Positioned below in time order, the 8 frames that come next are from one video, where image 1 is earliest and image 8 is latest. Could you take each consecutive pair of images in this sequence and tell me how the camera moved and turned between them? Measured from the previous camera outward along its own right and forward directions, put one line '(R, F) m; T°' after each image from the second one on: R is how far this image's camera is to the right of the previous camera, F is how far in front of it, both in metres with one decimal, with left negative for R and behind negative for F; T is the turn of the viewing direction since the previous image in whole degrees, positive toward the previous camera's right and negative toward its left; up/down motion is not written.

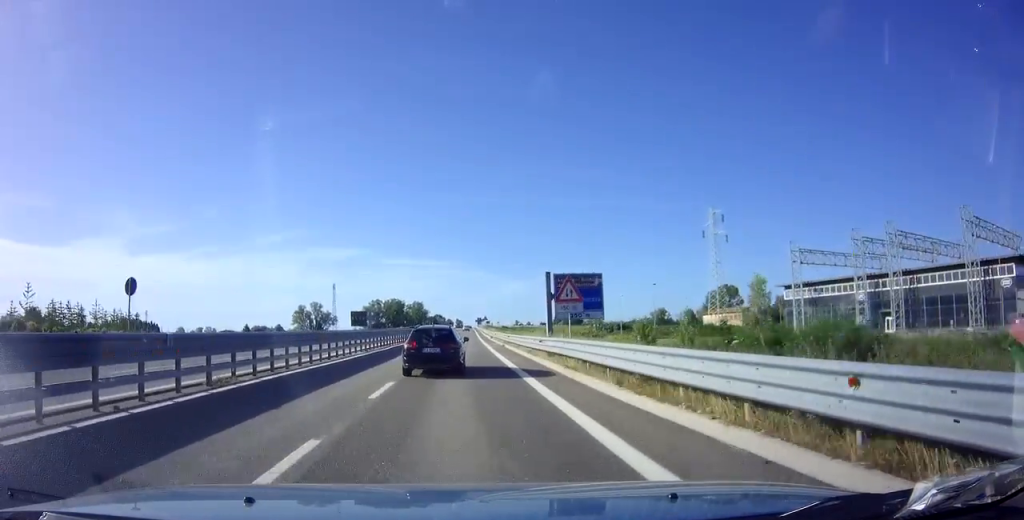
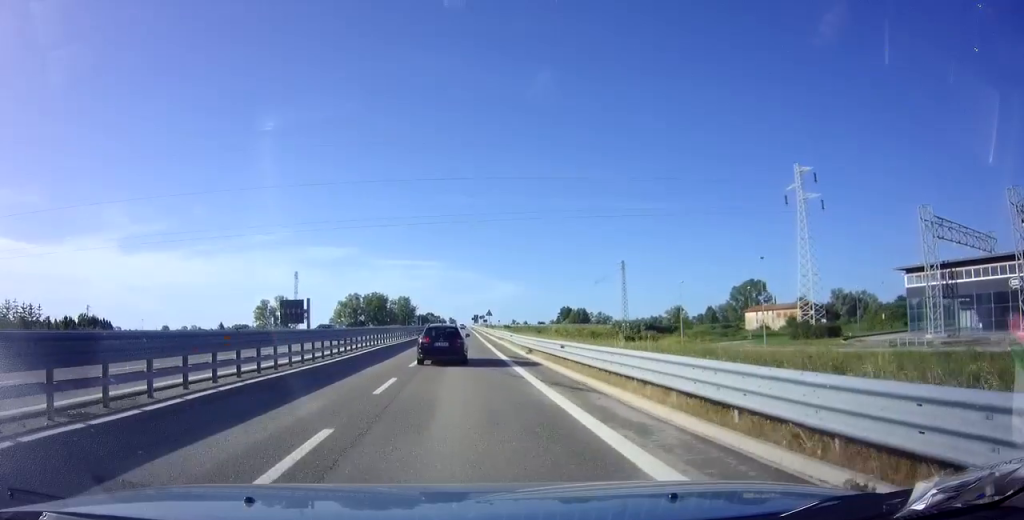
(+0.2, +35.2) m; +1°
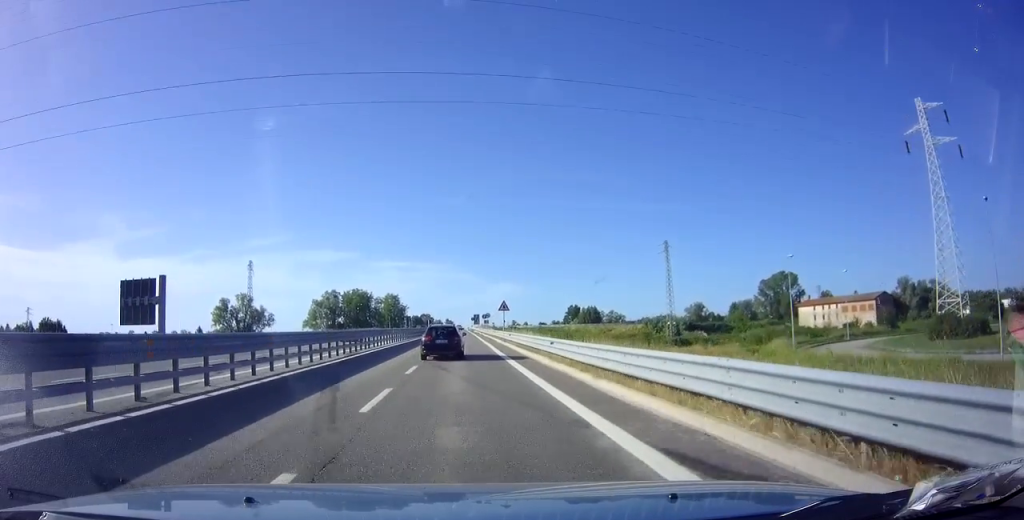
(+0.1, +31.0) m; +1°
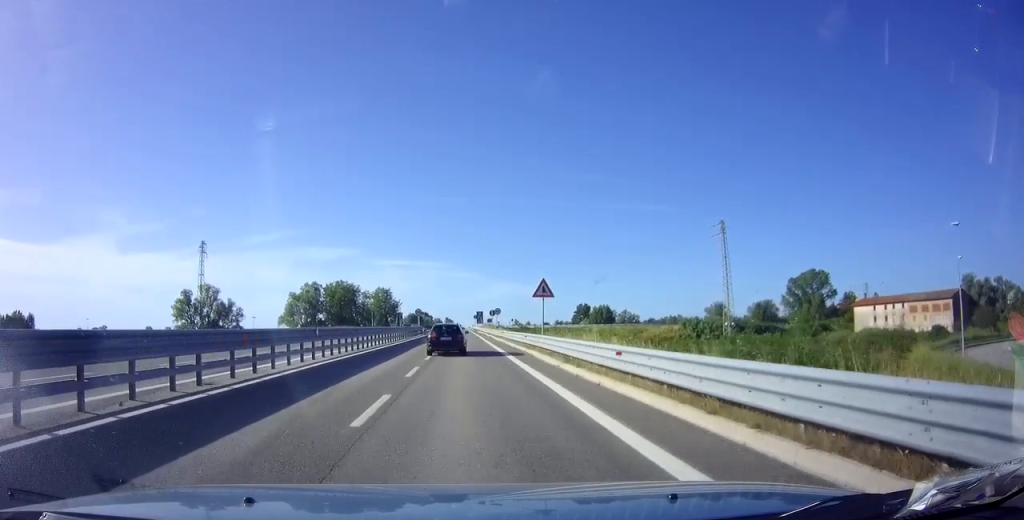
(+0.1, +22.7) m; 0°
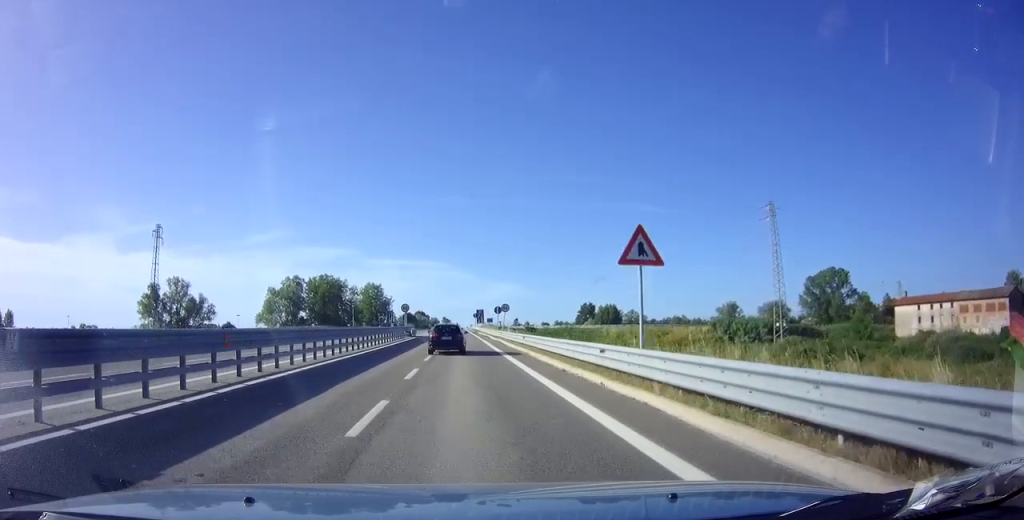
(0.0, +14.5) m; 0°
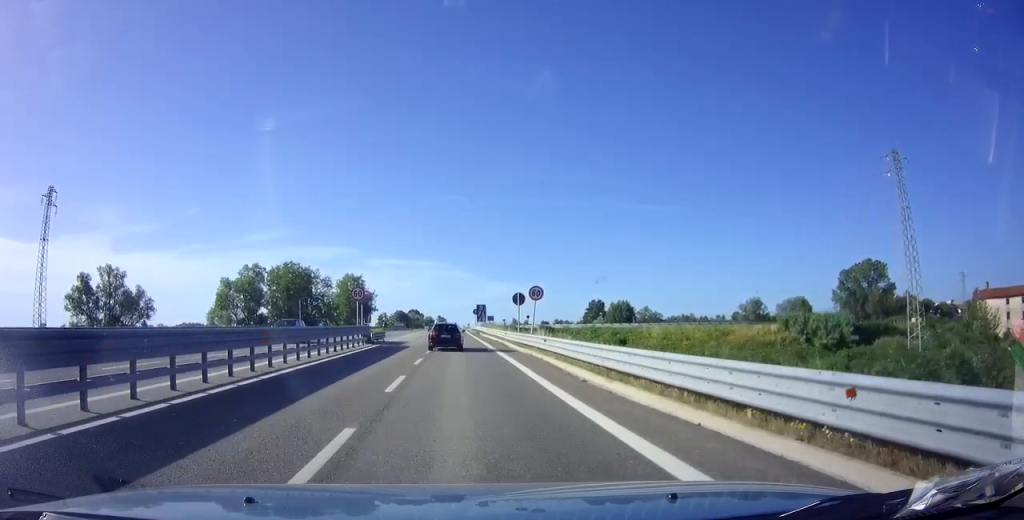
(0.0, +24.0) m; 0°
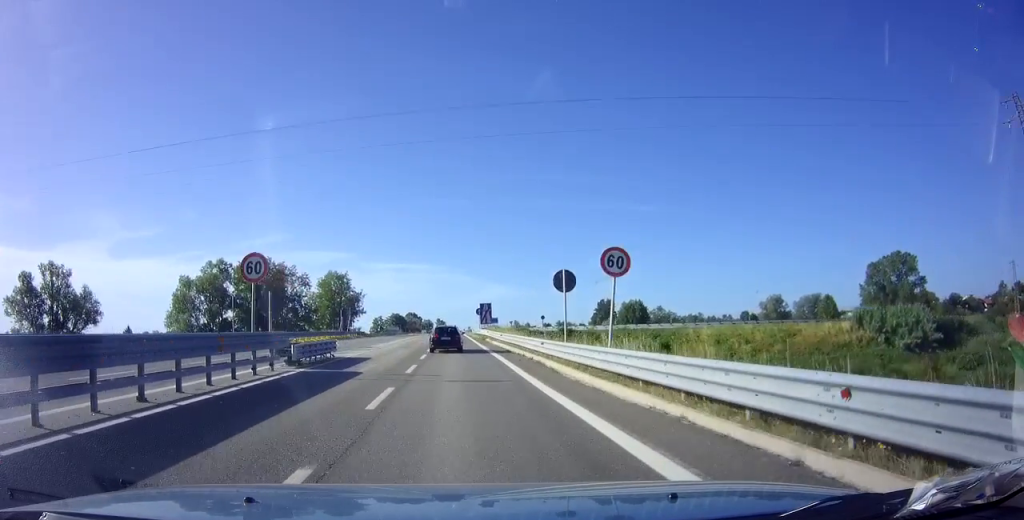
(0.0, +16.8) m; 0°
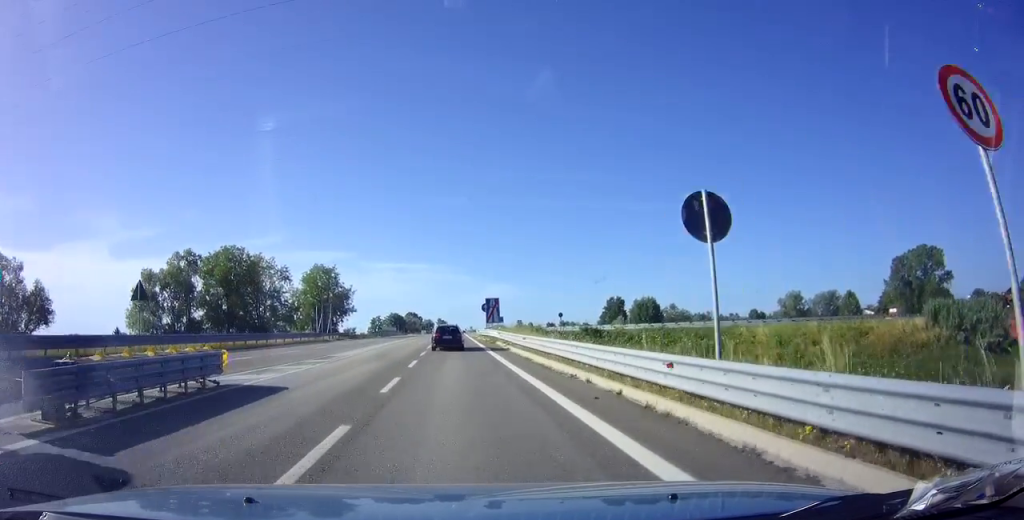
(0.0, +12.0) m; 0°
